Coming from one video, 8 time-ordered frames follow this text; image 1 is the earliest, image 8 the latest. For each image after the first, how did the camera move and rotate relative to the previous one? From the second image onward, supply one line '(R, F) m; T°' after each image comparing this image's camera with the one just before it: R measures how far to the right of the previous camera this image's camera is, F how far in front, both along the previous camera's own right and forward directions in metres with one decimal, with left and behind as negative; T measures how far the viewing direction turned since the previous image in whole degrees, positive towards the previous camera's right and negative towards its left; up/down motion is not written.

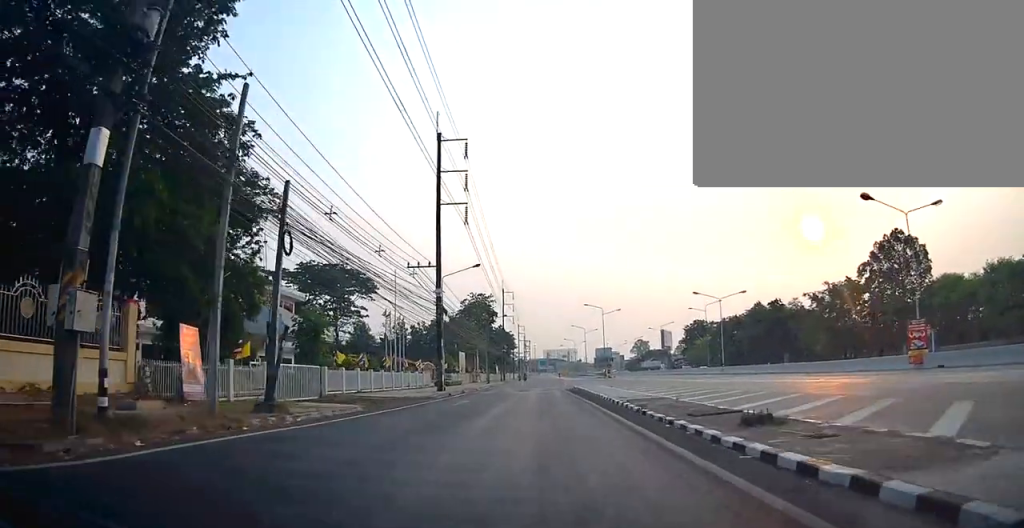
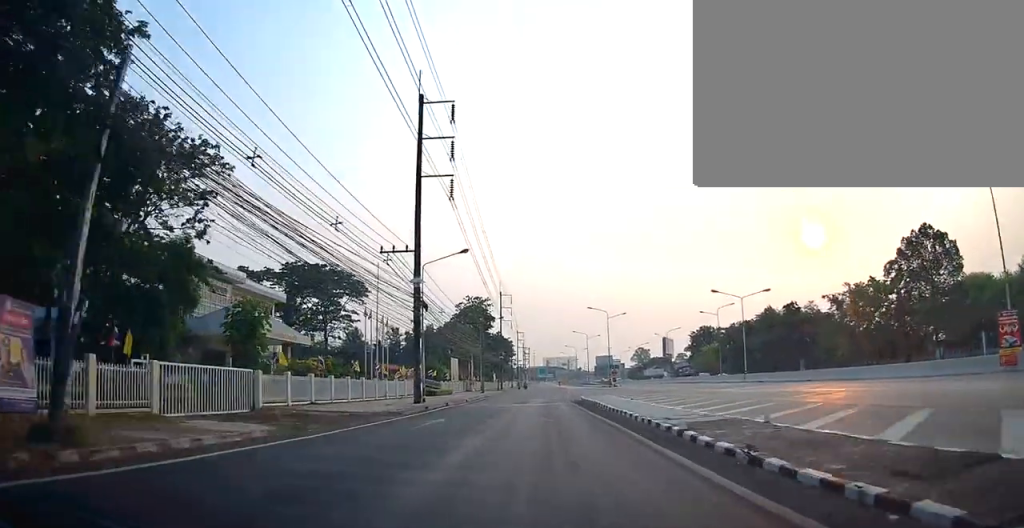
(0.0, +7.0) m; 0°
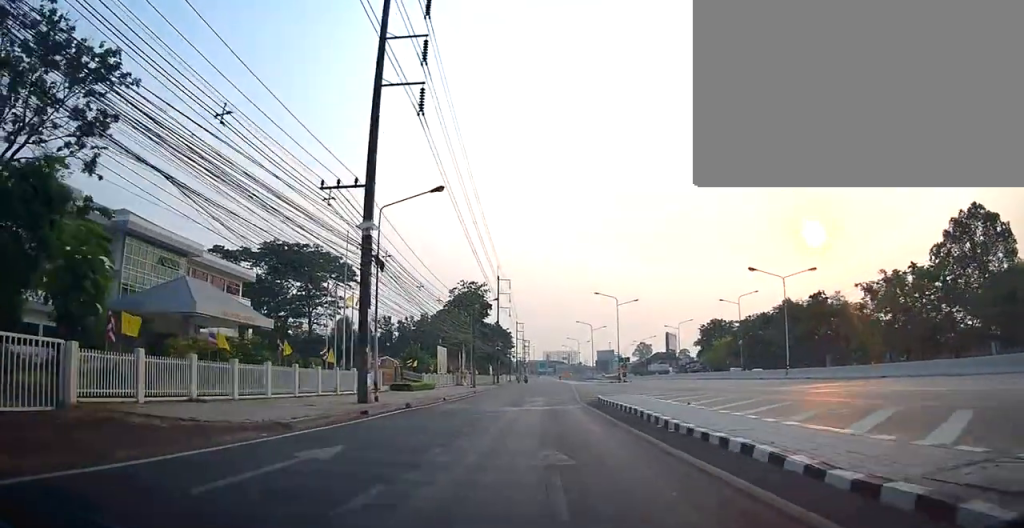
(-0.4, +9.8) m; -1°
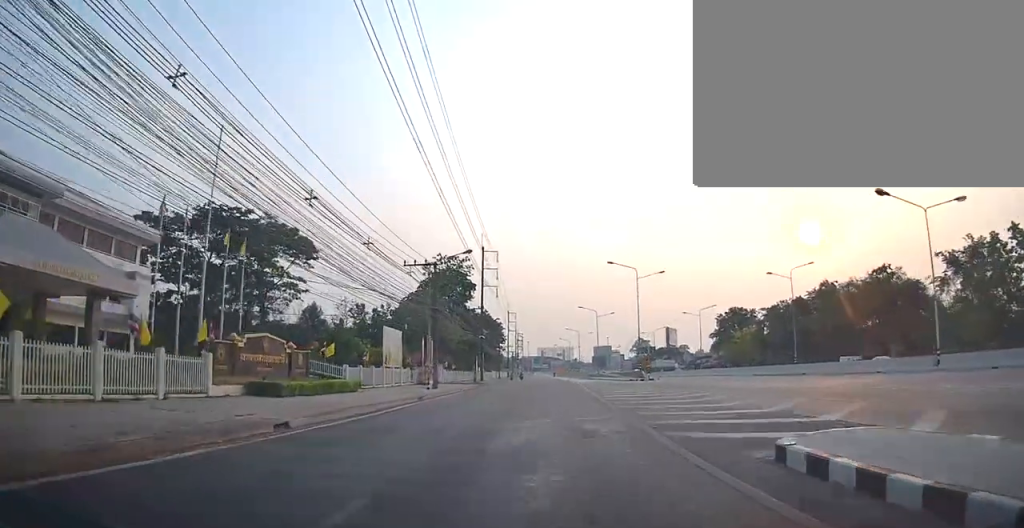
(+0.3, +20.1) m; +1°
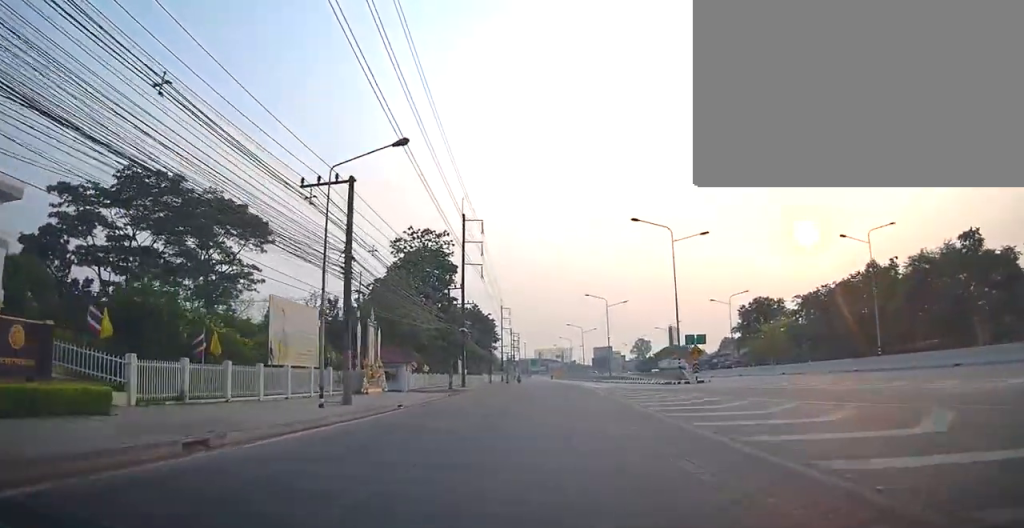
(0.0, +17.7) m; -1°
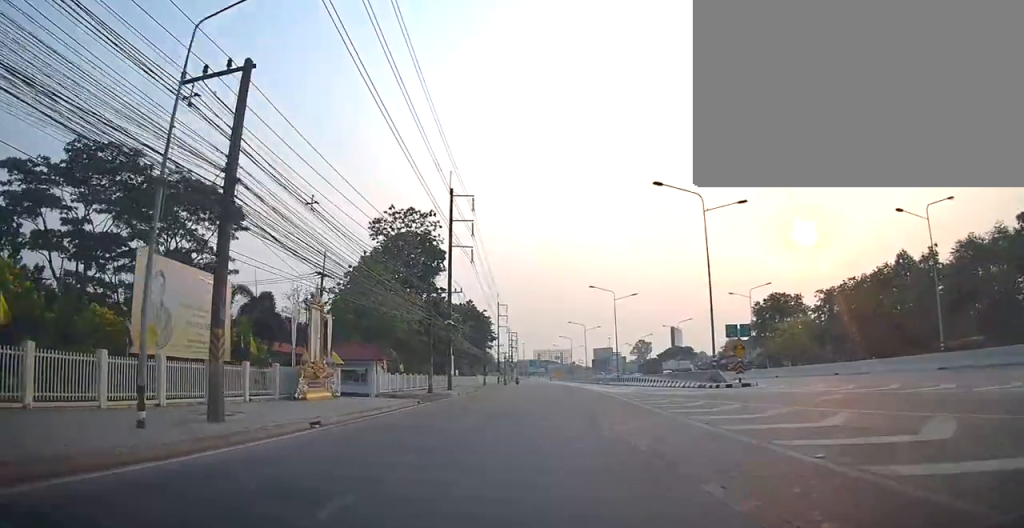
(0.0, +8.9) m; -1°
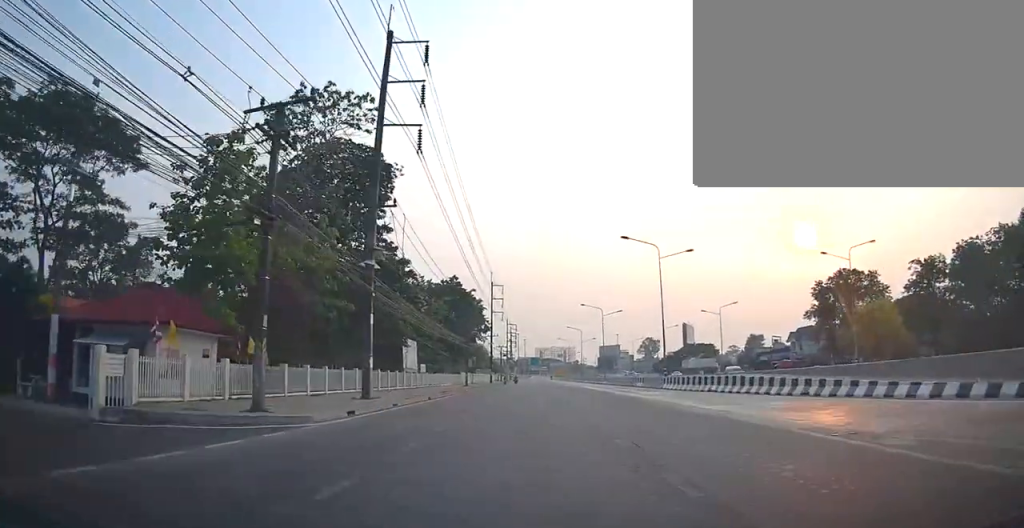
(-0.9, +25.6) m; 0°
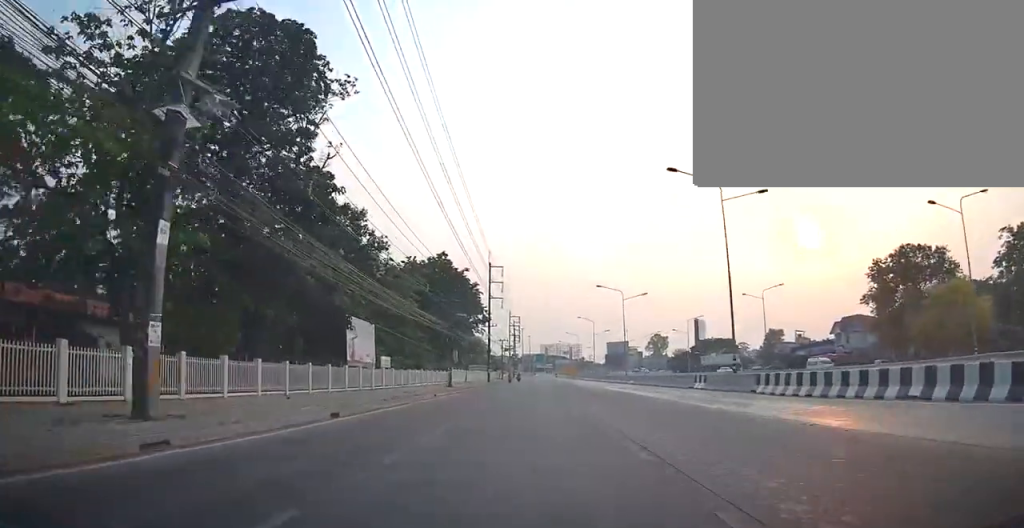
(+0.6, +15.8) m; +1°
